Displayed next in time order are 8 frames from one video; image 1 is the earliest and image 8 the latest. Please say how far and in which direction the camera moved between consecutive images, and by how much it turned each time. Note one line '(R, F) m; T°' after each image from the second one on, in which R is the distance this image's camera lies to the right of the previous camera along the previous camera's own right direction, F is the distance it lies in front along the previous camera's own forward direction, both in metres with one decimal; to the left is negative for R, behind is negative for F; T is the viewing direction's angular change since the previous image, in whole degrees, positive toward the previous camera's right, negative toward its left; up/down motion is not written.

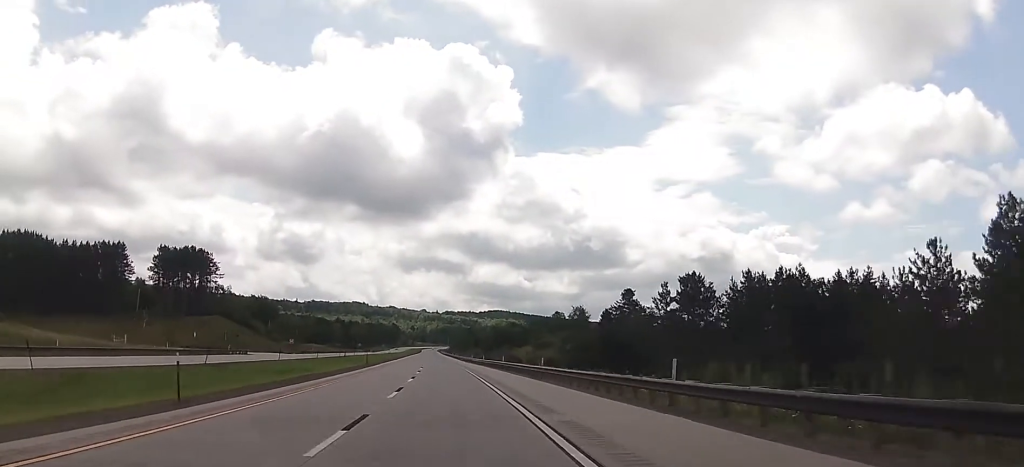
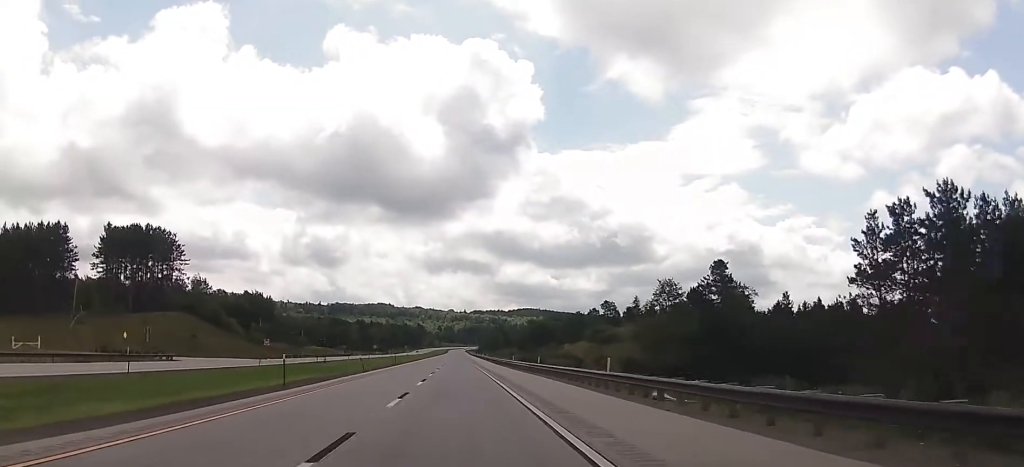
(-1.1, +39.6) m; -3°
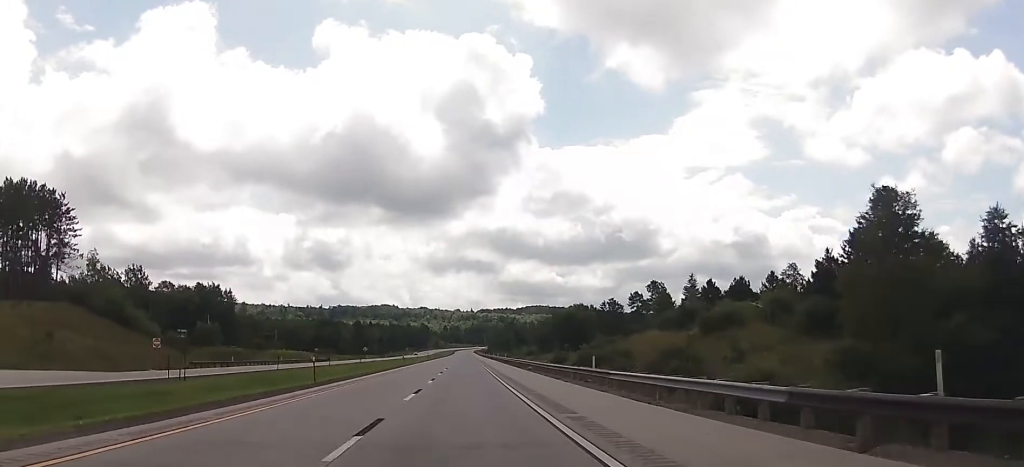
(-1.2, +45.2) m; -2°
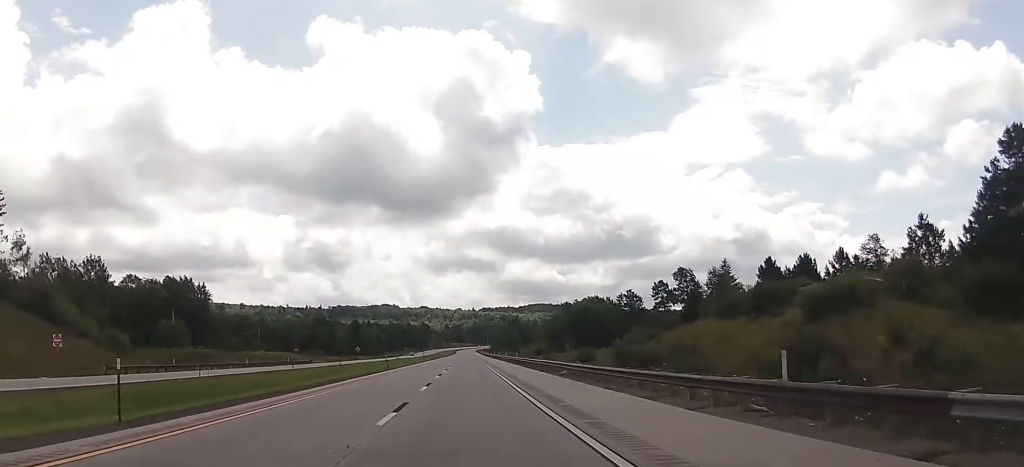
(0.0, +19.9) m; 0°
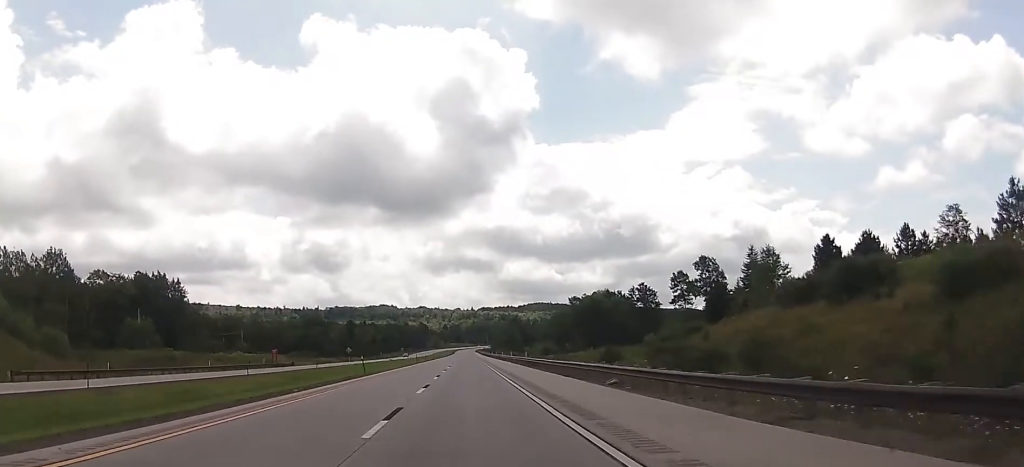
(0.0, +14.3) m; 0°
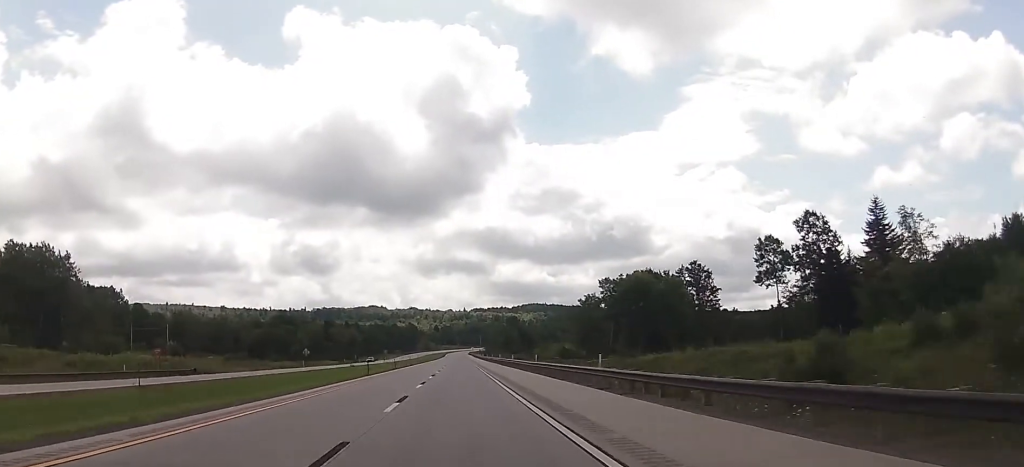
(-0.3, +43.0) m; -1°
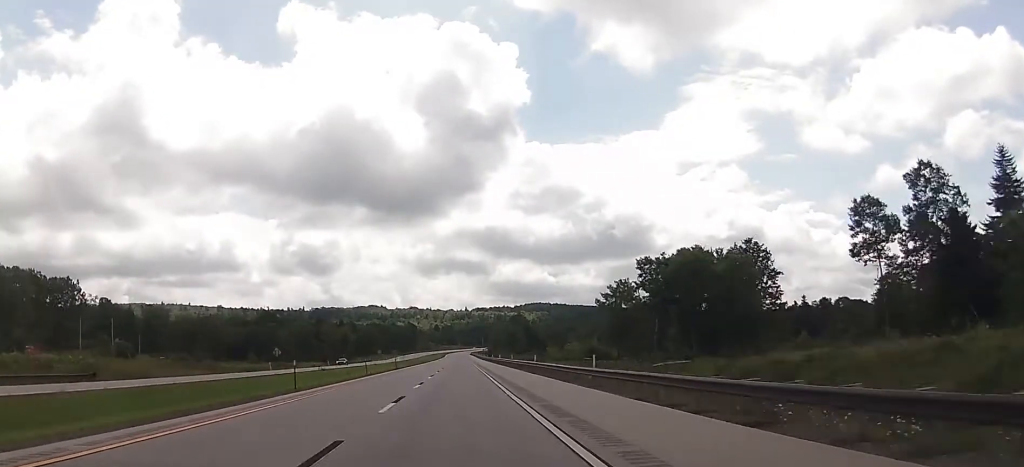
(-0.1, +24.3) m; 0°
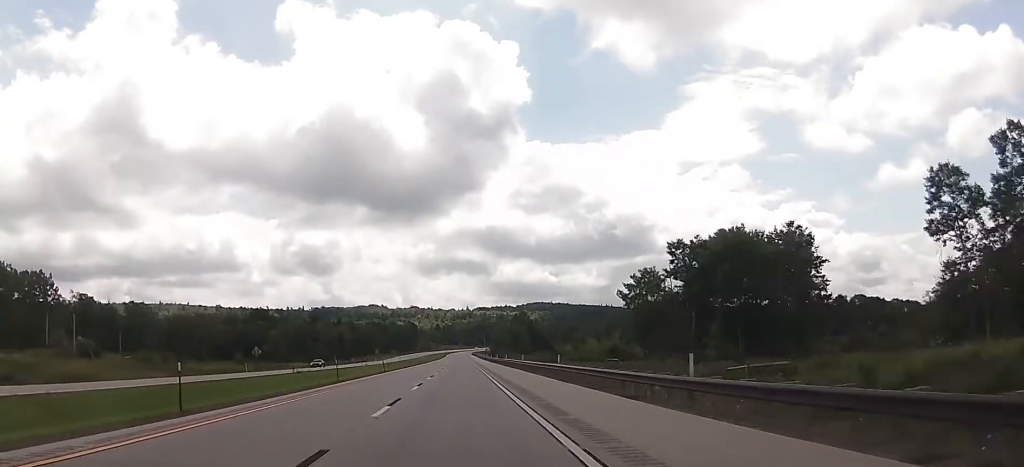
(+0.1, +13.2) m; 0°
